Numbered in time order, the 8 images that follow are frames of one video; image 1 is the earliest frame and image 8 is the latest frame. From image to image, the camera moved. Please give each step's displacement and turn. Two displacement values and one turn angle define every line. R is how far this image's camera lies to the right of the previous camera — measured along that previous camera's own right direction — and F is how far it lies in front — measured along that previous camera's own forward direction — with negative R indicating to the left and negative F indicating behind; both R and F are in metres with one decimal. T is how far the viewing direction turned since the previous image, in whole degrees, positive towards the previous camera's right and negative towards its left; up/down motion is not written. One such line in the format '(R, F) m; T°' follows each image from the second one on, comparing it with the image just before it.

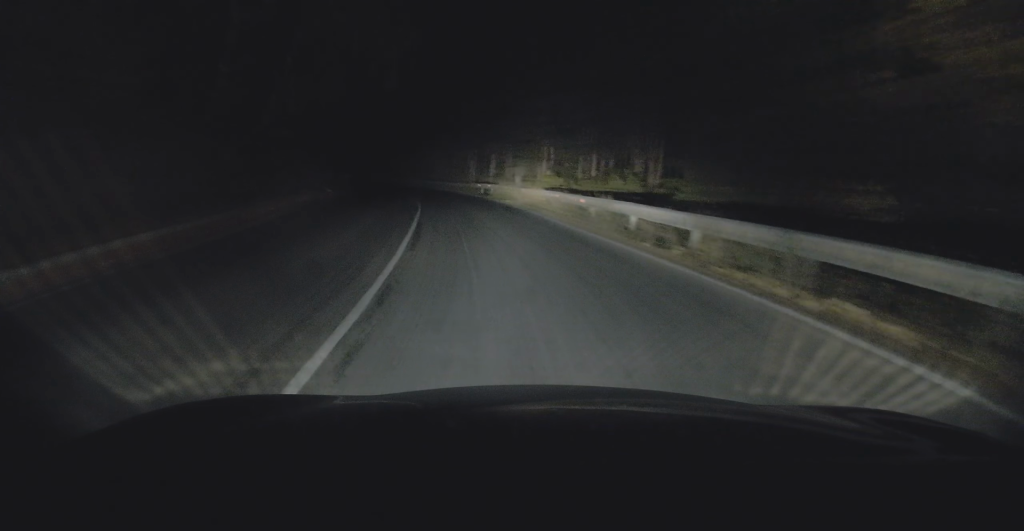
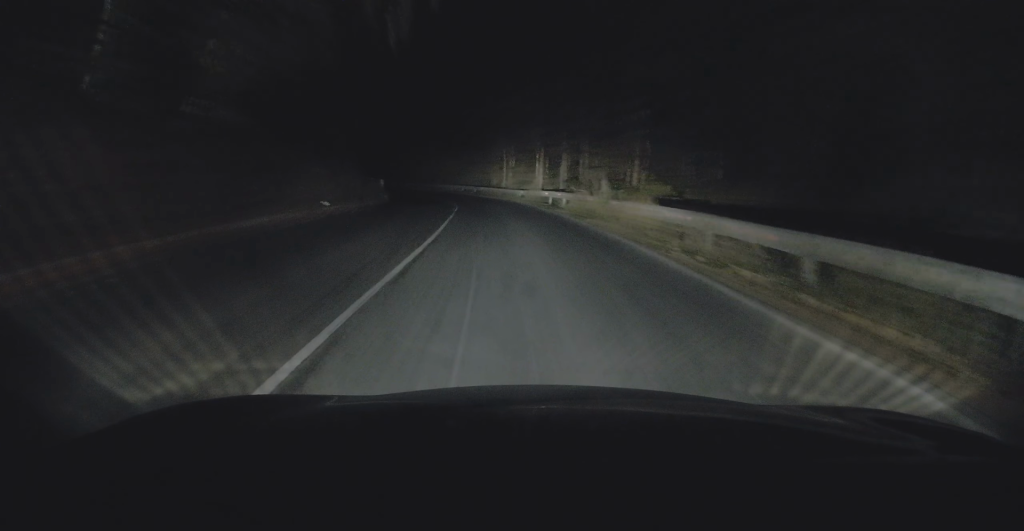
(-0.9, +11.5) m; -5°
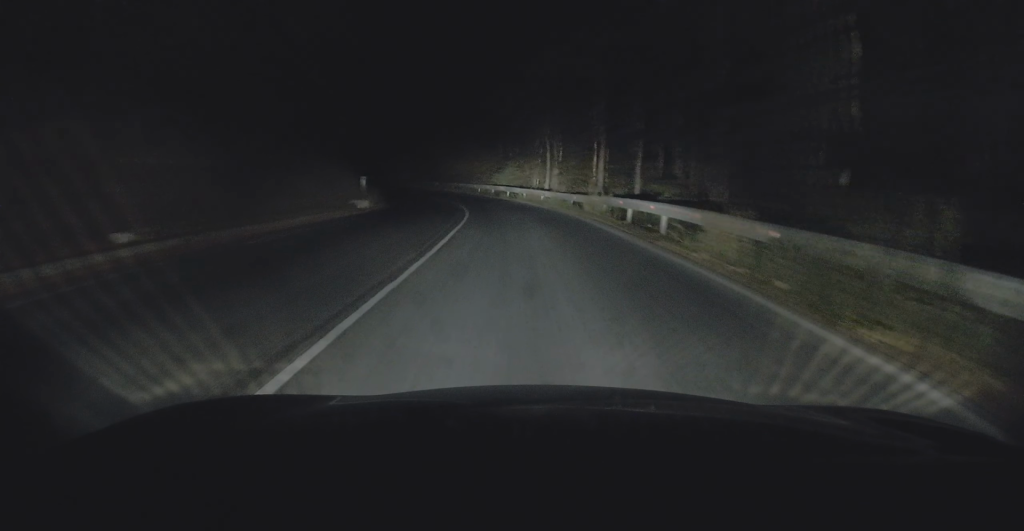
(-0.7, +15.3) m; -4°
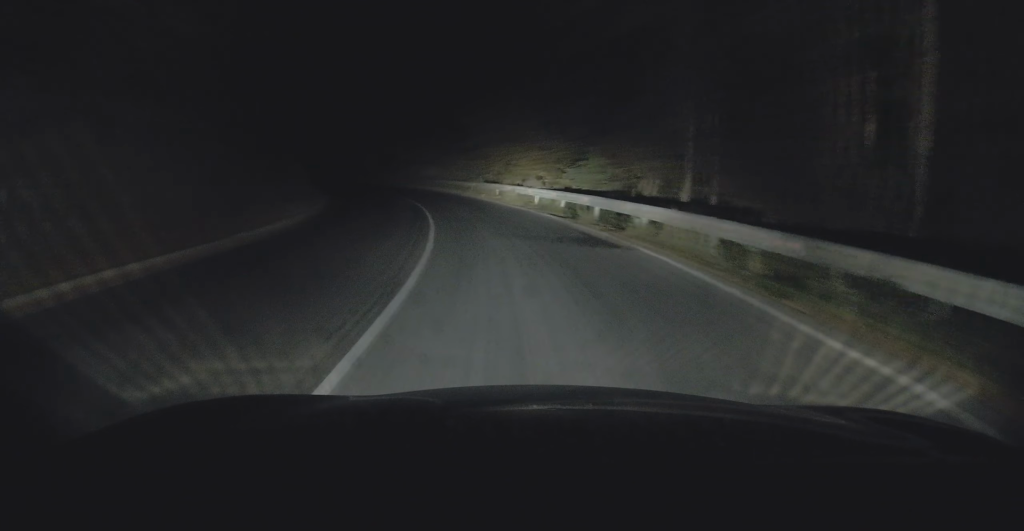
(-1.5, +24.4) m; -8°
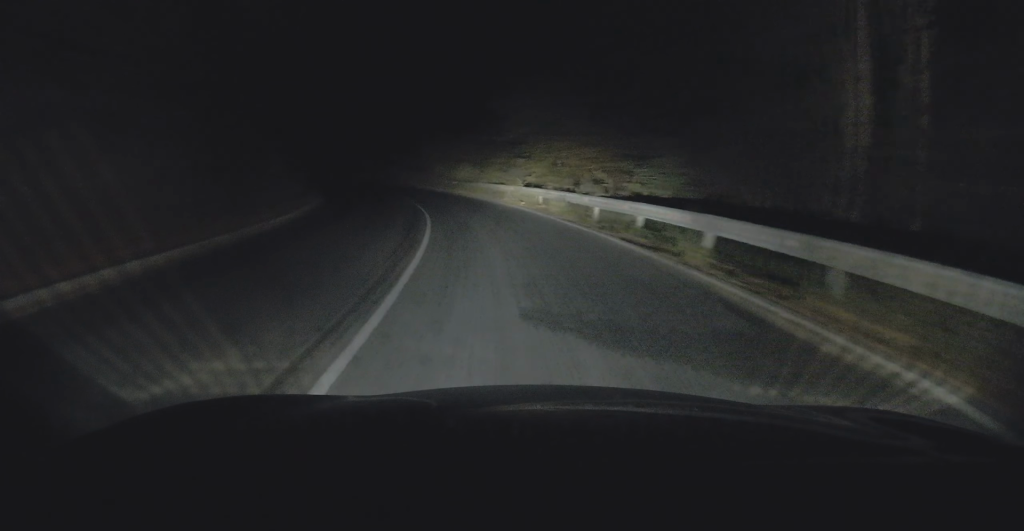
(0.0, +7.9) m; -3°
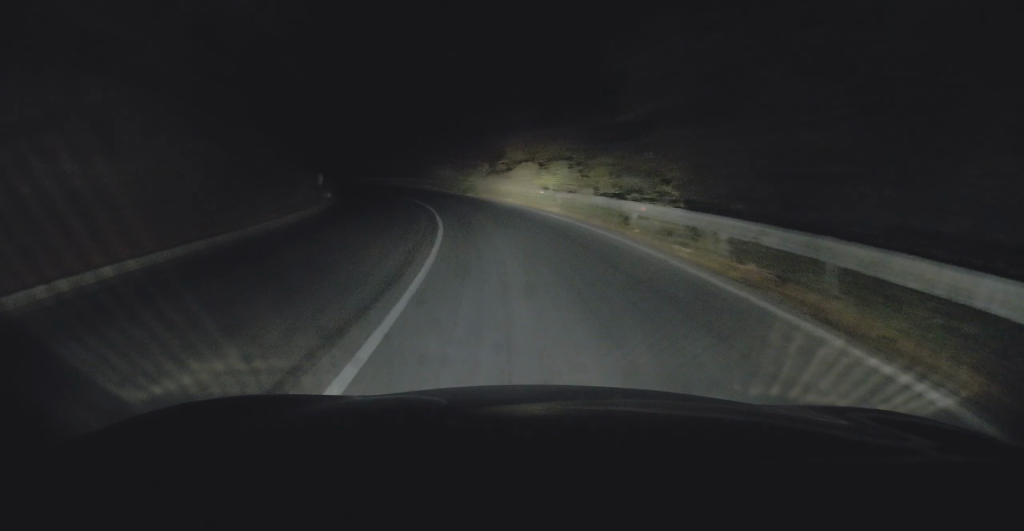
(-0.9, +14.9) m; -8°
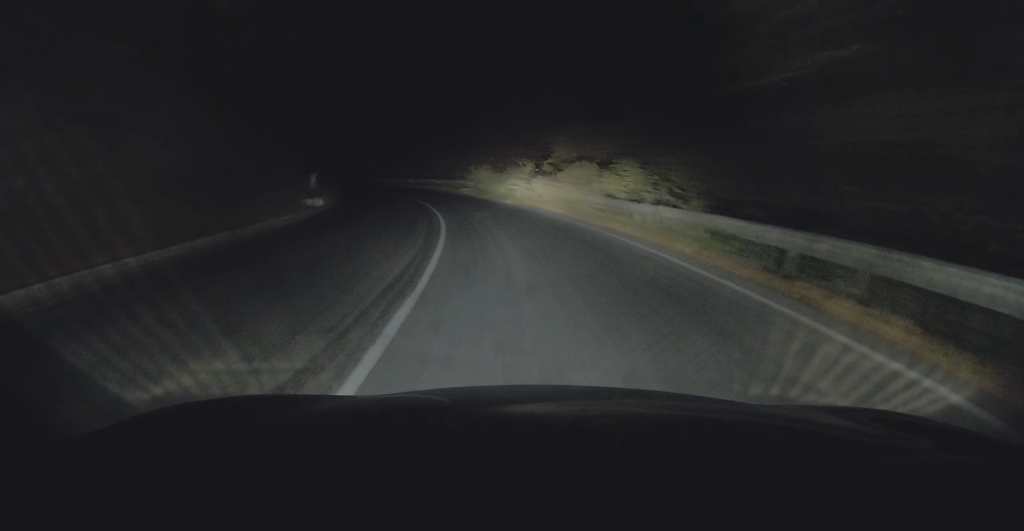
(-0.6, +8.1) m; -4°
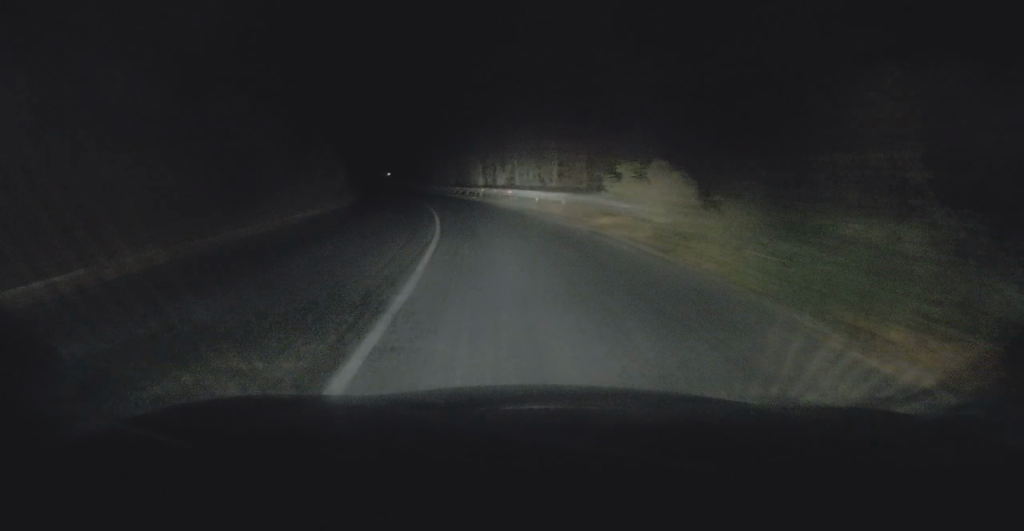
(-2.3, +25.0) m; -10°
